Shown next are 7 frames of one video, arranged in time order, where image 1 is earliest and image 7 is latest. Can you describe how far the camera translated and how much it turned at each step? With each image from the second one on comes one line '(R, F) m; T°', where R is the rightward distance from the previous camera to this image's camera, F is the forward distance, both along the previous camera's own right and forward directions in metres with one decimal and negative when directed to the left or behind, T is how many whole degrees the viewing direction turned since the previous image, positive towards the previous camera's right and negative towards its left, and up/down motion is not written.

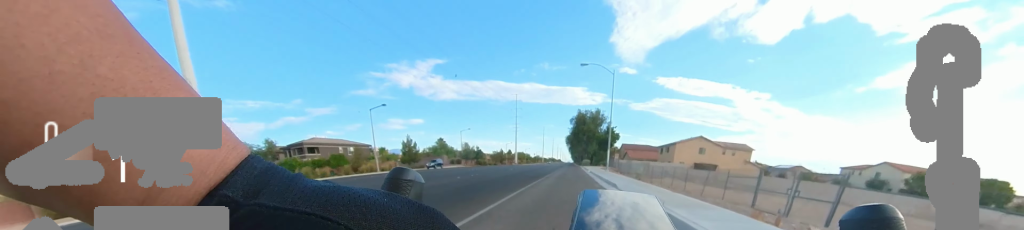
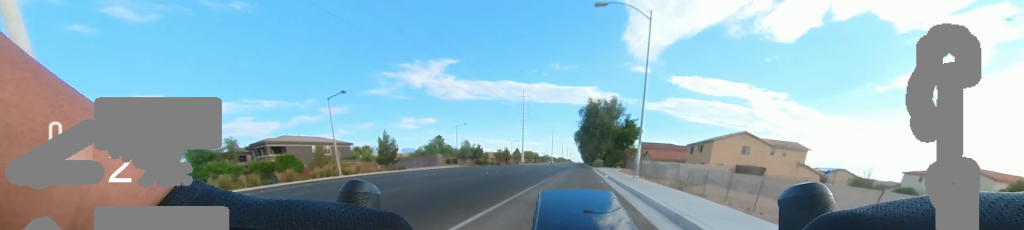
(0.0, +10.1) m; 0°
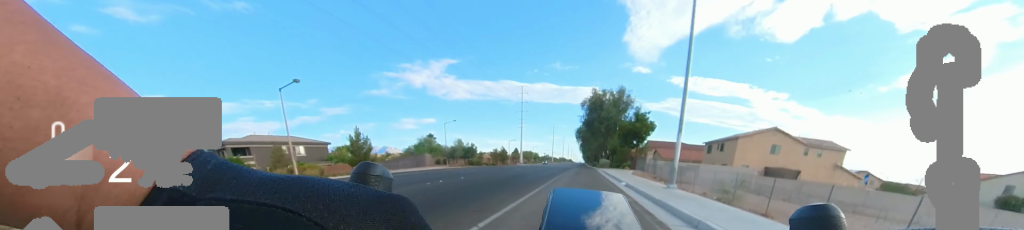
(0.0, +6.7) m; 0°
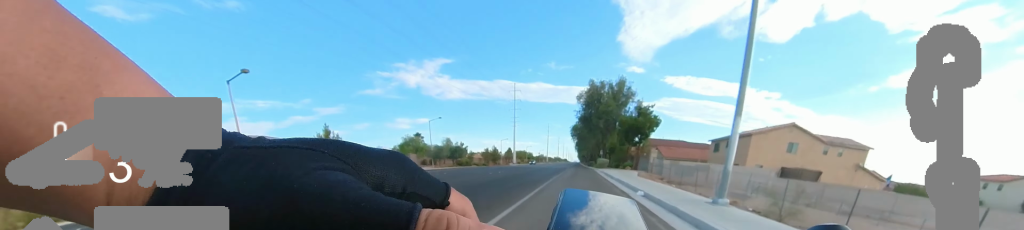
(0.0, +4.4) m; 0°
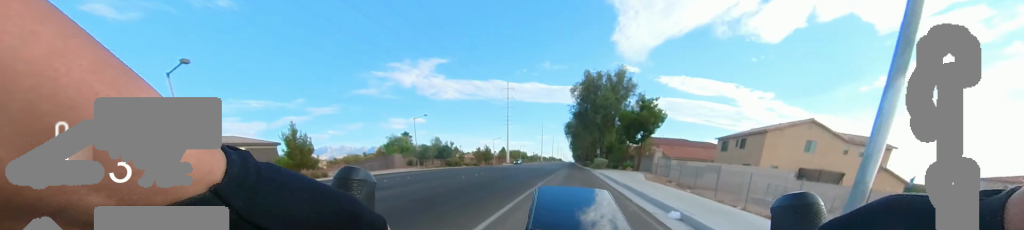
(0.0, +3.9) m; 0°
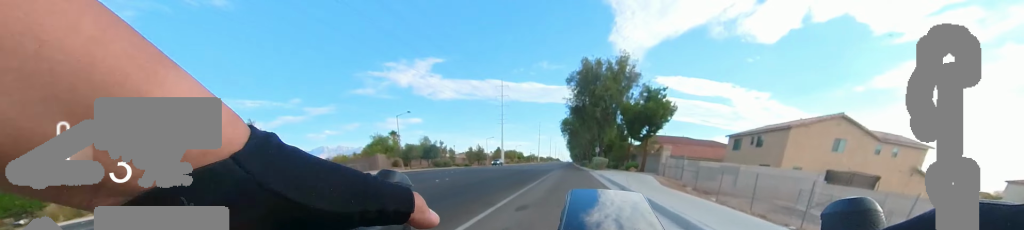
(0.0, +4.4) m; +1°
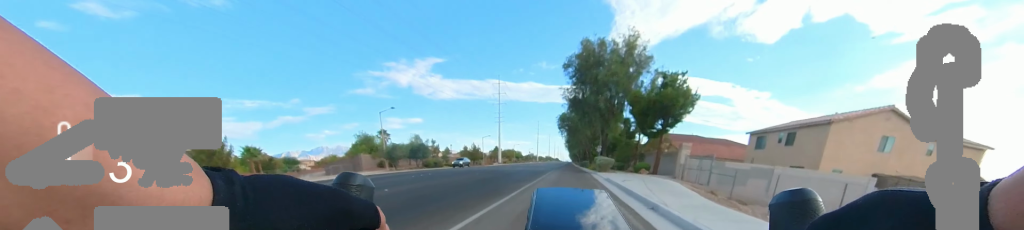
(0.0, +4.7) m; +3°
